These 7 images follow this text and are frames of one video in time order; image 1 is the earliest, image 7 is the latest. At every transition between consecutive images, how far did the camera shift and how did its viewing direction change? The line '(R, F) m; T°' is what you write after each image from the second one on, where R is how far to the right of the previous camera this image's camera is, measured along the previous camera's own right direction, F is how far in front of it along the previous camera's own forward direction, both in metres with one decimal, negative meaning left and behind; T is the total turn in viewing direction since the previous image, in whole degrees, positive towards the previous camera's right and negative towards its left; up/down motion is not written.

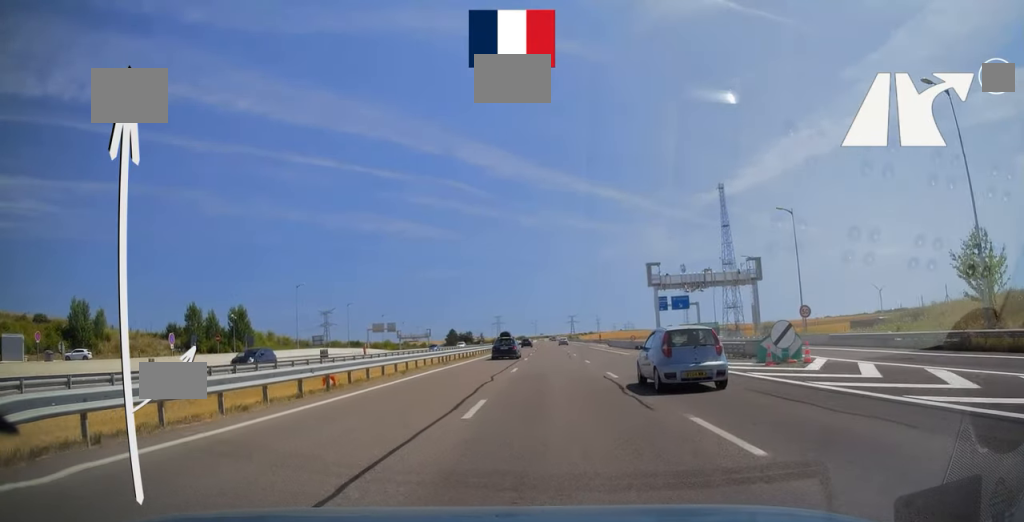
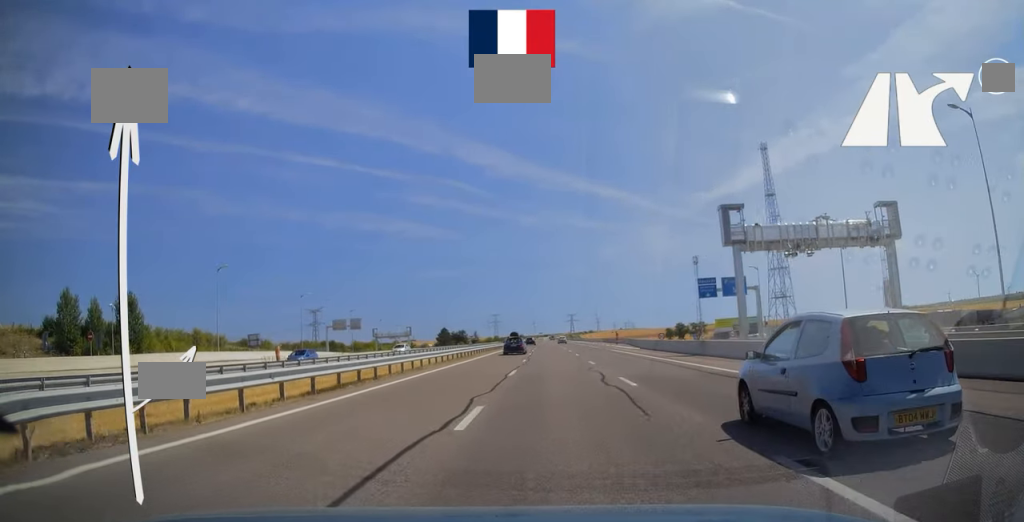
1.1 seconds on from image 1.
(+0.5, +29.2) m; +1°
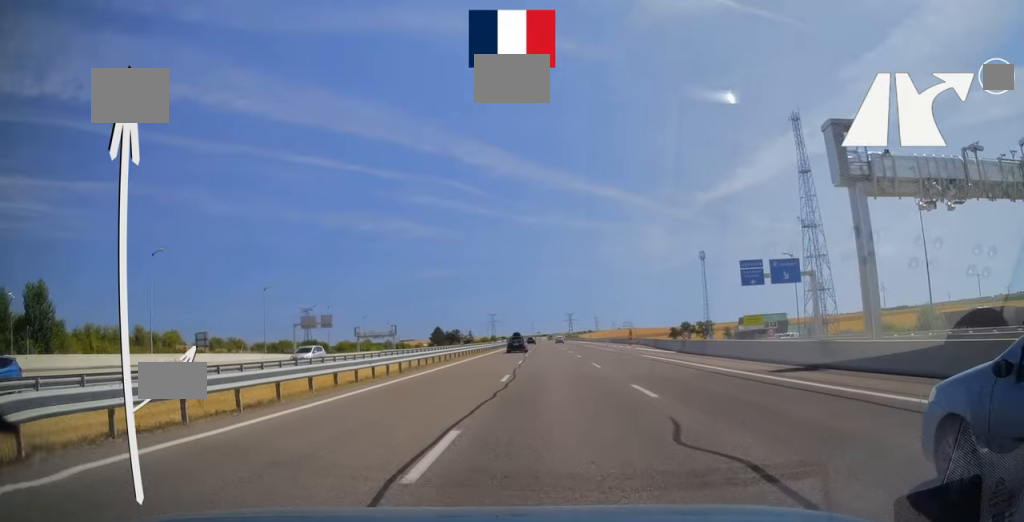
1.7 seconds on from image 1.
(0.0, +16.1) m; 0°
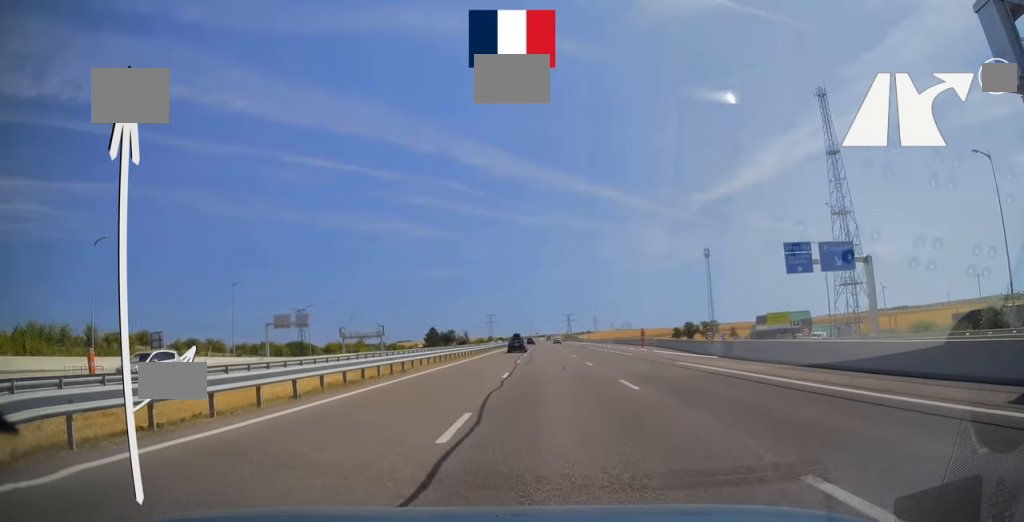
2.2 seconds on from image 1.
(0.0, +10.9) m; 0°
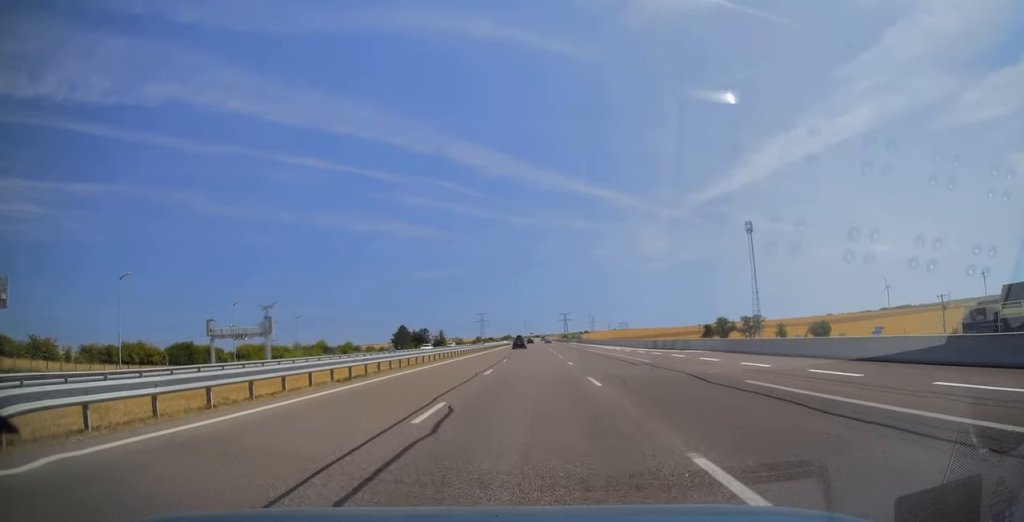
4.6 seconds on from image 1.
(-0.1, +62.7) m; +1°
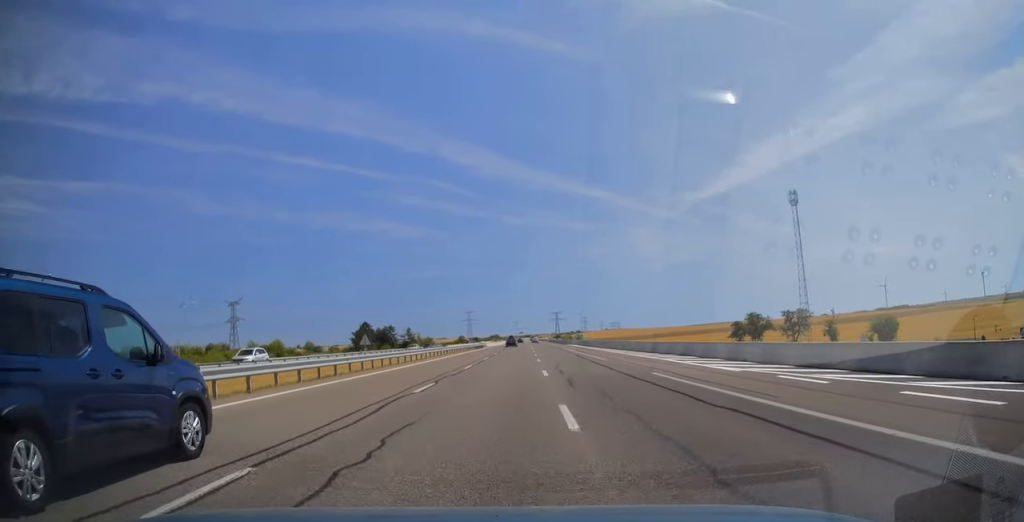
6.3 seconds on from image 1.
(+0.4, +45.7) m; 0°
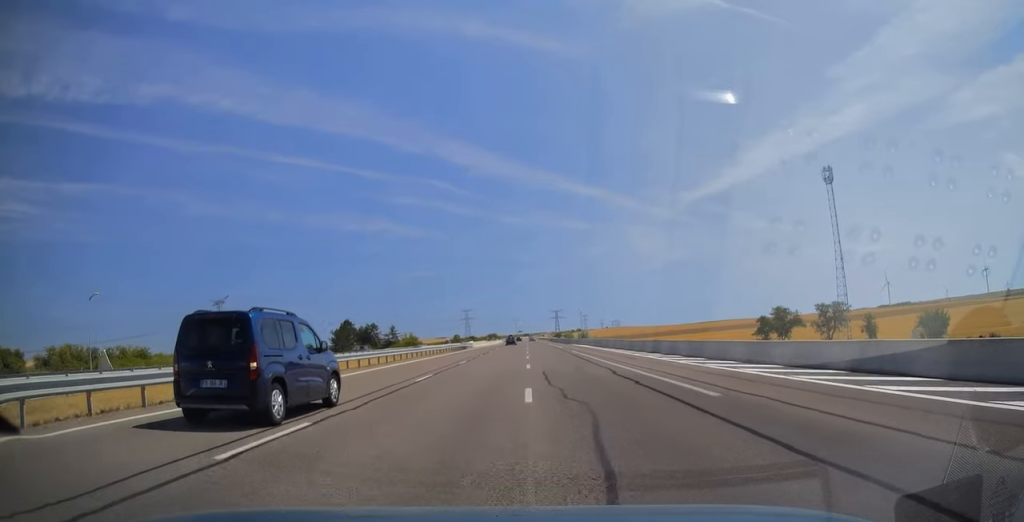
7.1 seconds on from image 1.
(-0.2, +22.2) m; 0°
